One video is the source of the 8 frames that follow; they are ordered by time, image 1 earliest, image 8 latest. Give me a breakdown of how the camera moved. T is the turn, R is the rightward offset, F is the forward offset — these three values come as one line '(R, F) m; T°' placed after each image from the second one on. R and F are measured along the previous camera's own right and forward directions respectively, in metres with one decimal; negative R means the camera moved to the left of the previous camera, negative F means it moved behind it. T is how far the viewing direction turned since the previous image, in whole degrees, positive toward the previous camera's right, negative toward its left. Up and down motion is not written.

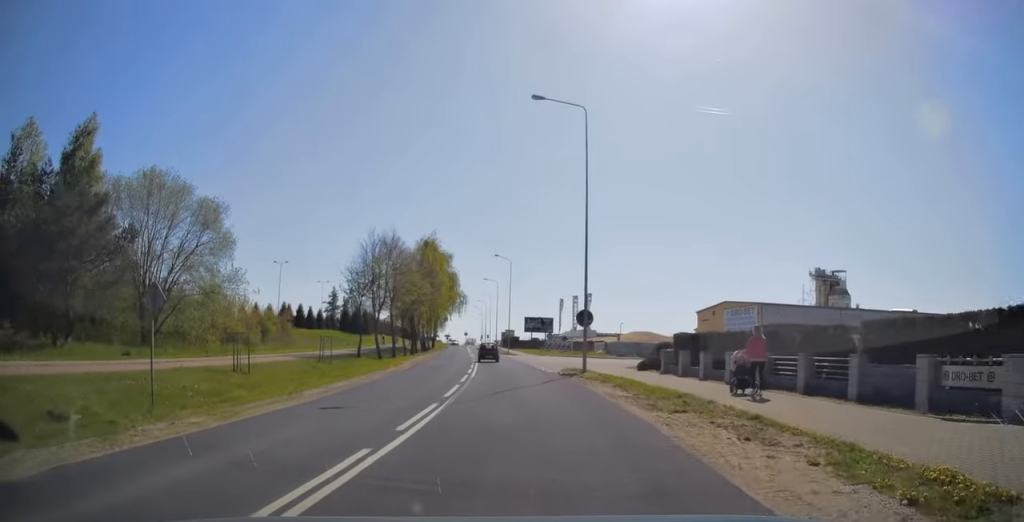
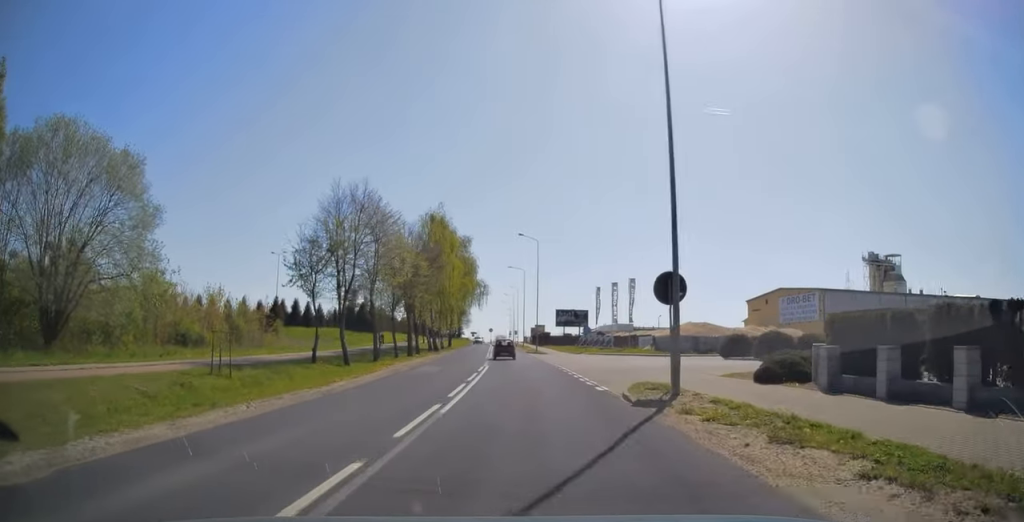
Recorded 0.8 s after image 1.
(-0.2, +13.1) m; -2°
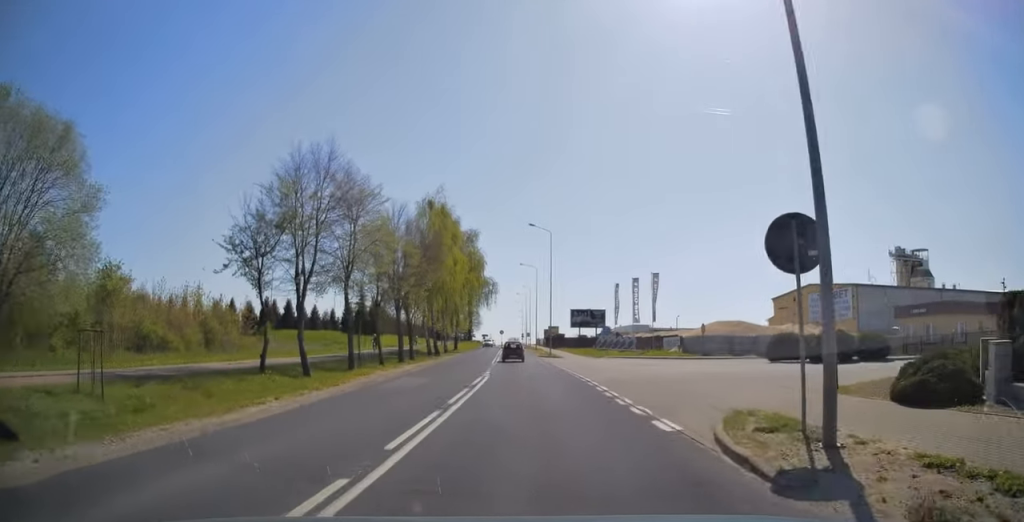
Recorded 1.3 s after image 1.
(-0.1, +6.7) m; -1°
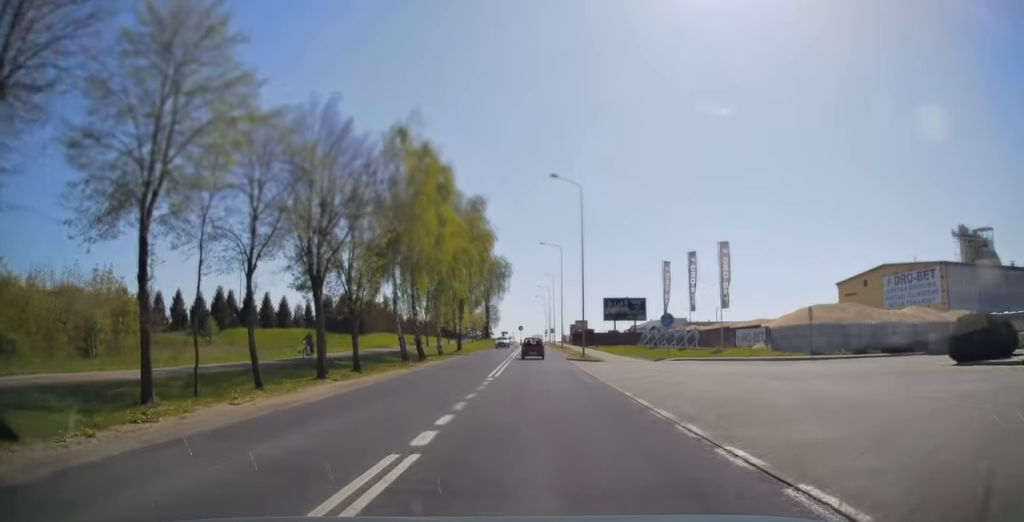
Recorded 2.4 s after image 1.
(-0.5, +16.5) m; -2°
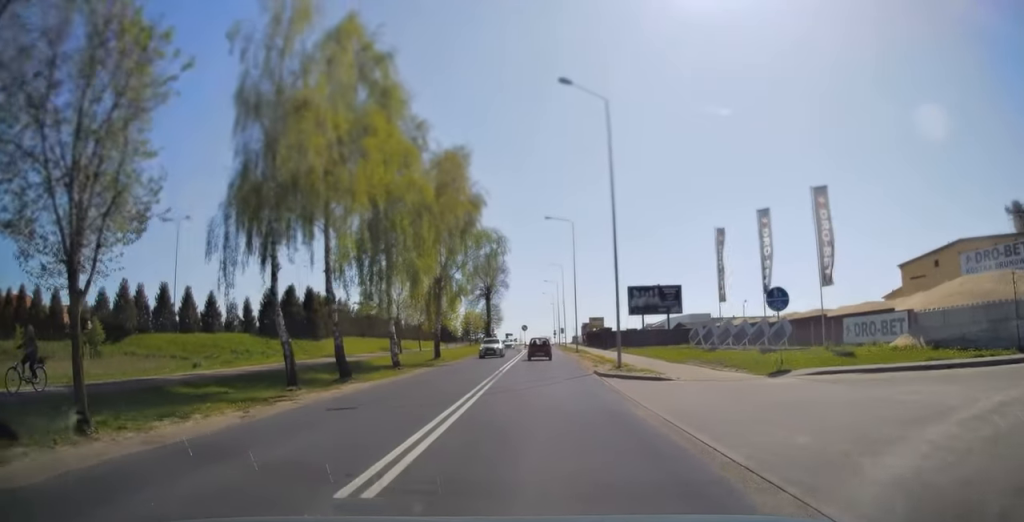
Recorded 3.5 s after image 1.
(-0.1, +16.0) m; 0°
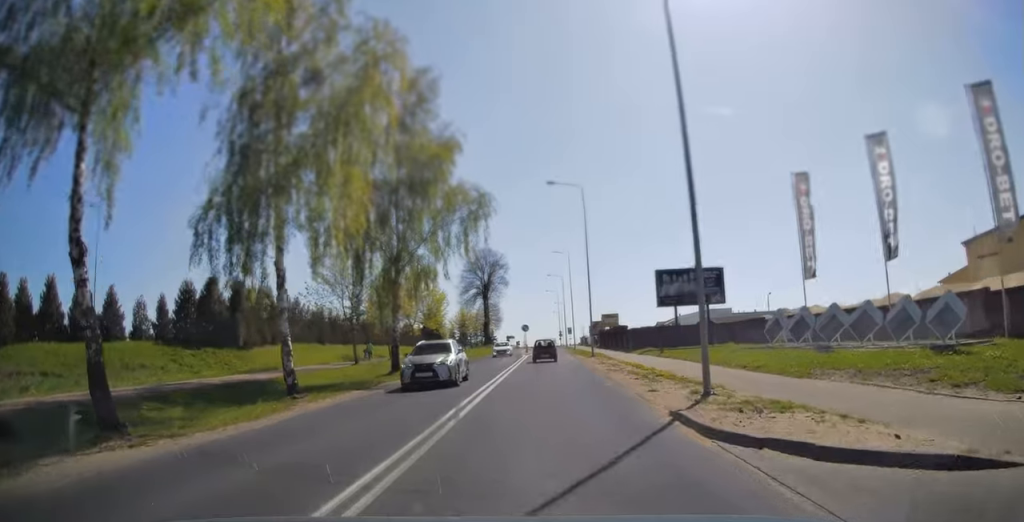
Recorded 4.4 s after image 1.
(+0.1, +13.2) m; 0°
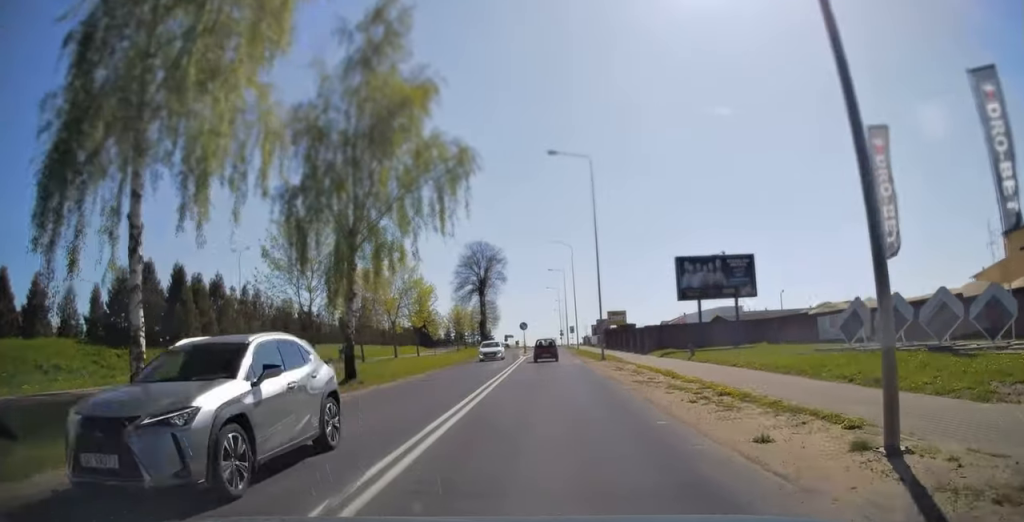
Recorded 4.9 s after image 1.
(0.0, +7.1) m; 0°
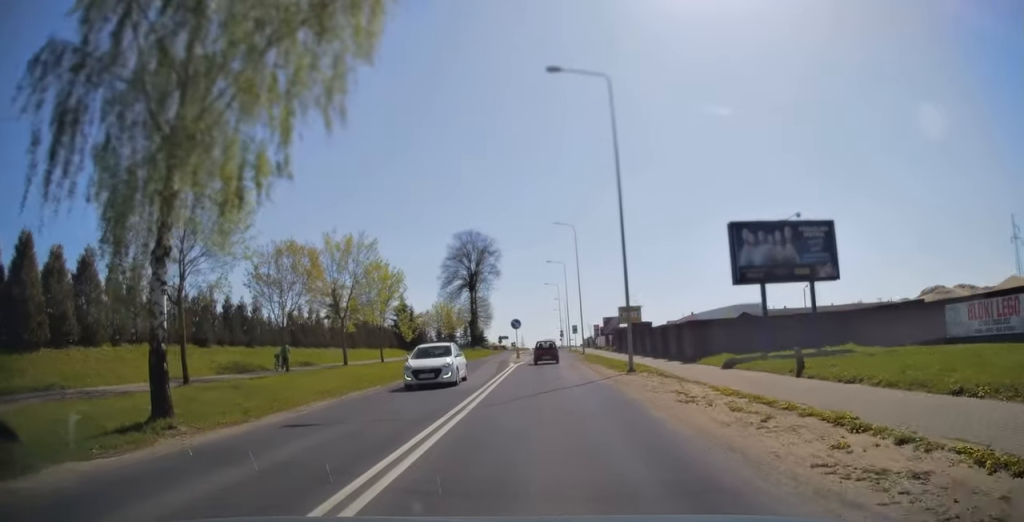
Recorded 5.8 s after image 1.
(-0.1, +12.0) m; -1°
